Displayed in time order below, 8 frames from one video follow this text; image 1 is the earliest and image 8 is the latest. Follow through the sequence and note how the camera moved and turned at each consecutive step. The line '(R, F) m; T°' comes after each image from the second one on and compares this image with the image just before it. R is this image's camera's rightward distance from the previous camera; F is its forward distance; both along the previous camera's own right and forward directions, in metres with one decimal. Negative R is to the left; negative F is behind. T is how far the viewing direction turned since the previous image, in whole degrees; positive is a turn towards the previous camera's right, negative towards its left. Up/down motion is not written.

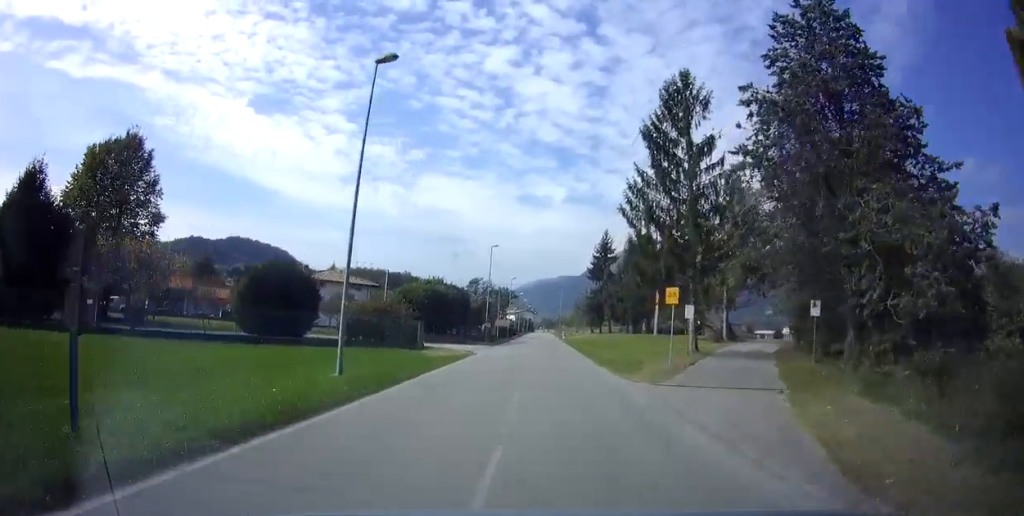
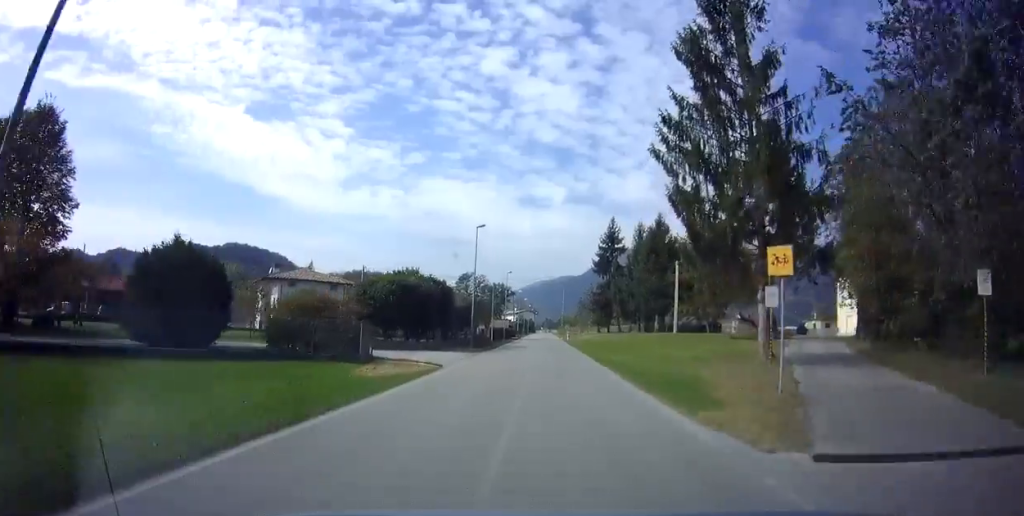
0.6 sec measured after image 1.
(-0.1, +9.5) m; 0°
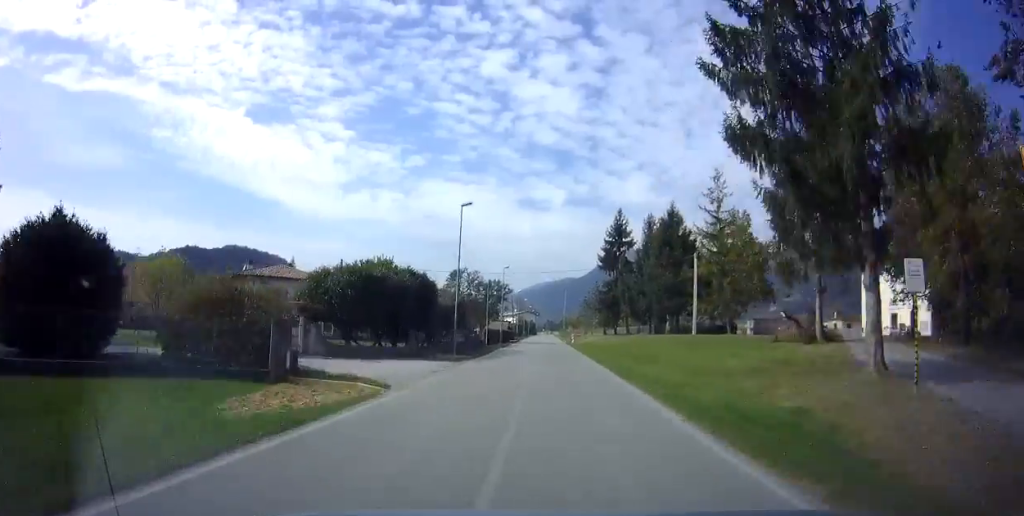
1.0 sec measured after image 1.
(+0.1, +7.0) m; 0°
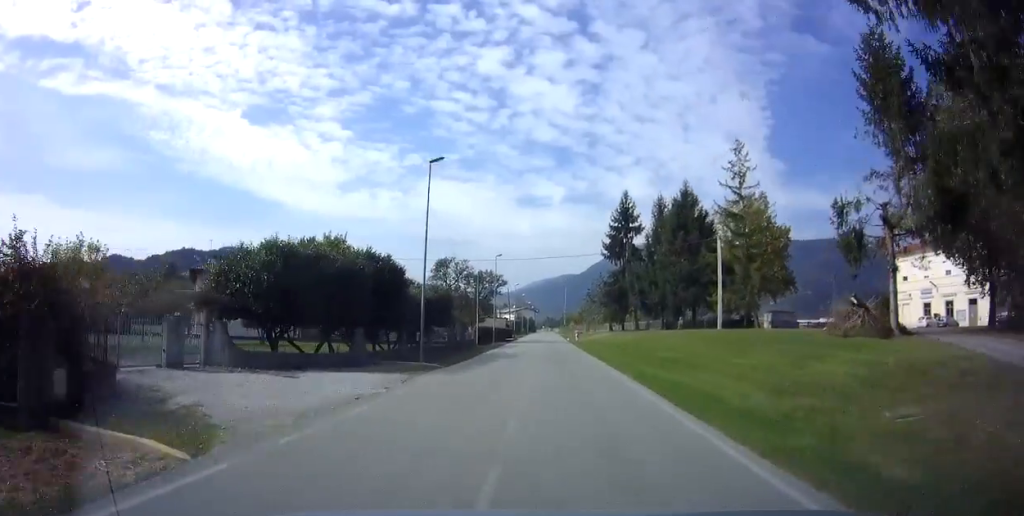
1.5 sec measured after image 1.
(+0.1, +7.6) m; 0°
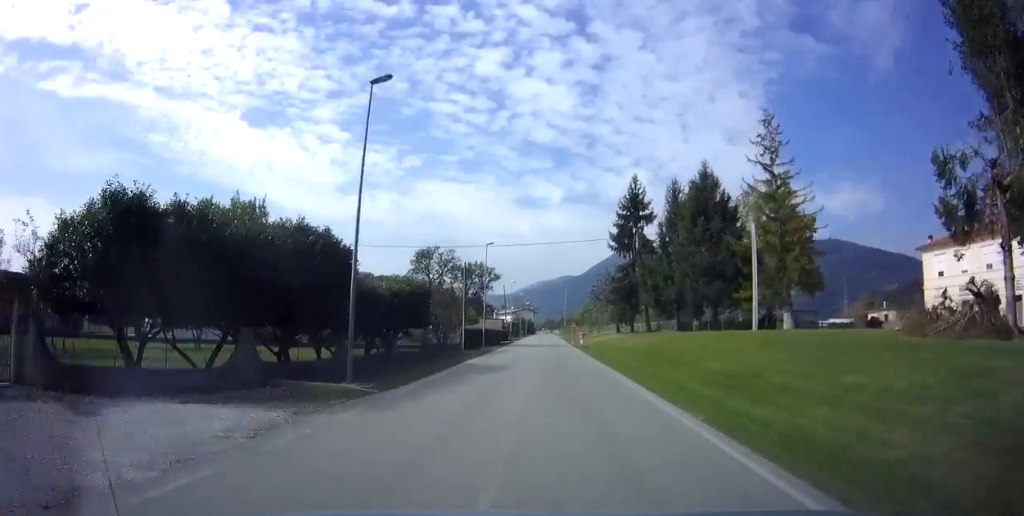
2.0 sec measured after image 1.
(-0.1, +7.8) m; 0°
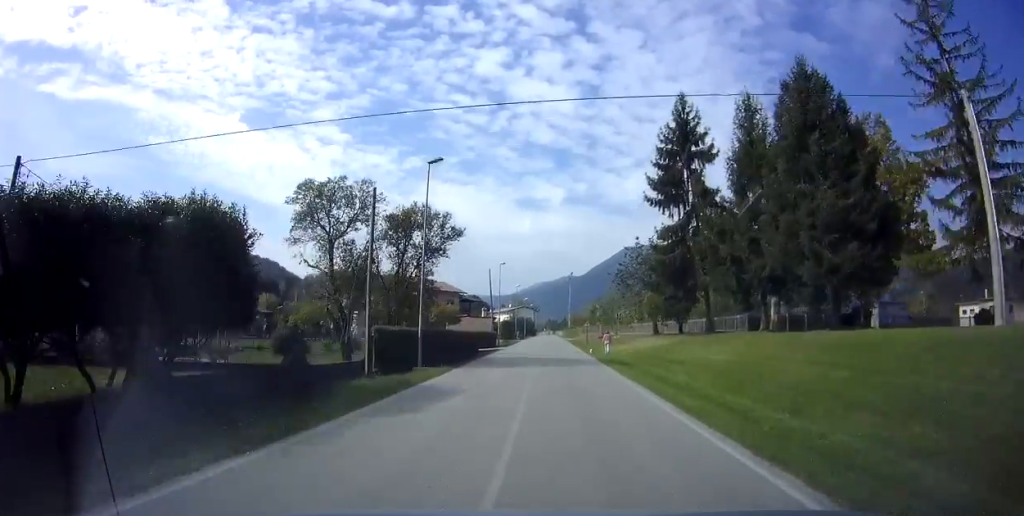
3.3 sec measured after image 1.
(+0.2, +22.6) m; 0°
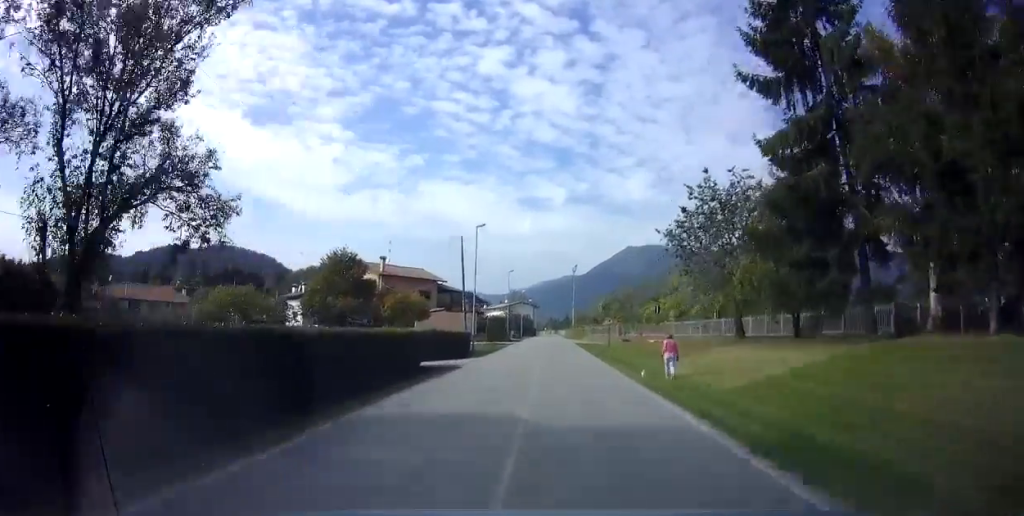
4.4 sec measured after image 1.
(-0.4, +19.5) m; -1°
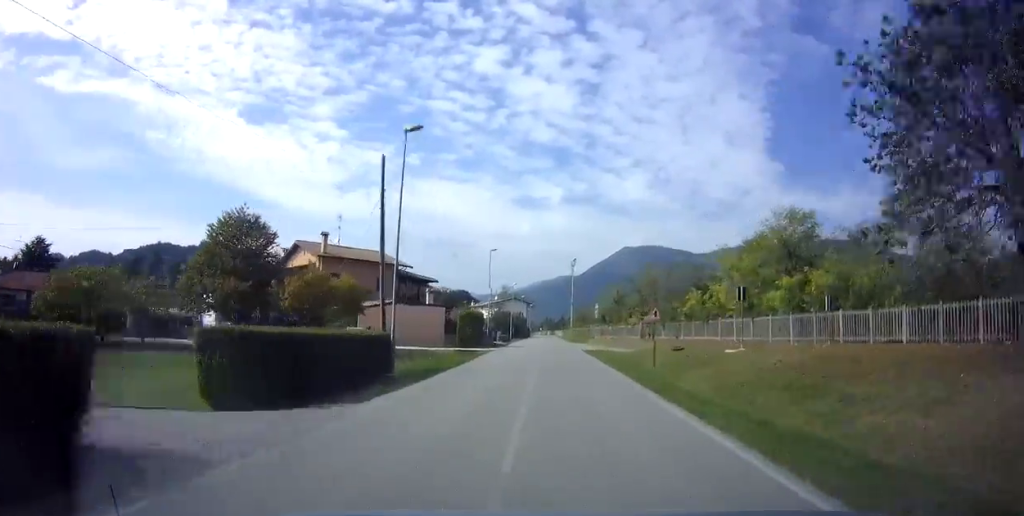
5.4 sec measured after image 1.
(+0.3, +17.5) m; +1°
